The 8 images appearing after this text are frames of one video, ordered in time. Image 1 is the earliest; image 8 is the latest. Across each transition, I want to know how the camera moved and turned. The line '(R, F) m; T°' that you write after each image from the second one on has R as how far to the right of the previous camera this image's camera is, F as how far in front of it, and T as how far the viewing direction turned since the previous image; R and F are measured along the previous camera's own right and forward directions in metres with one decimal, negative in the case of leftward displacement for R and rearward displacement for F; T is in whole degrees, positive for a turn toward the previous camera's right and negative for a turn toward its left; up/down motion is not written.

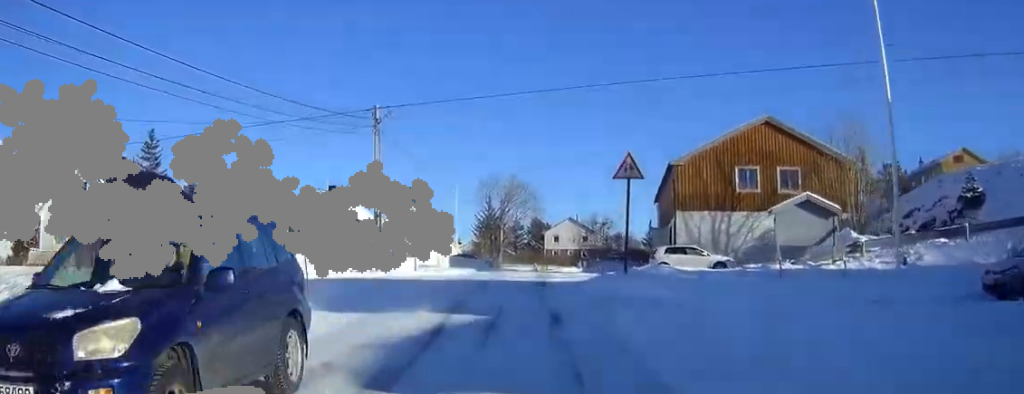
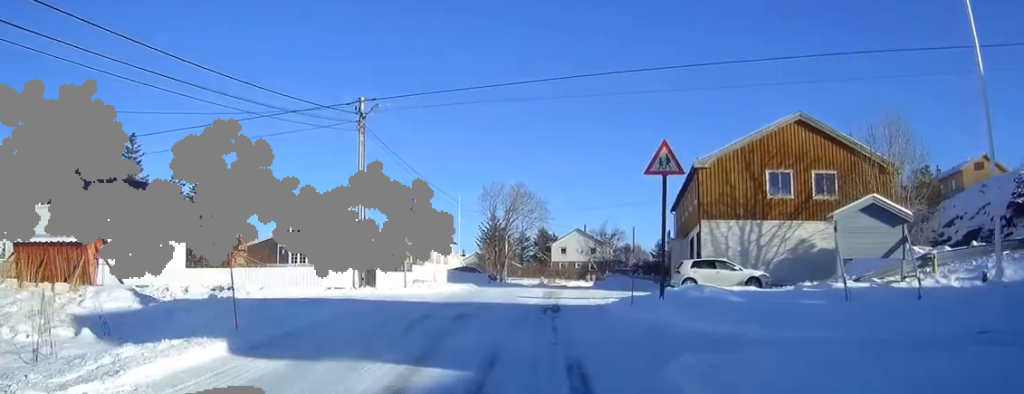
(0.0, +4.6) m; 0°
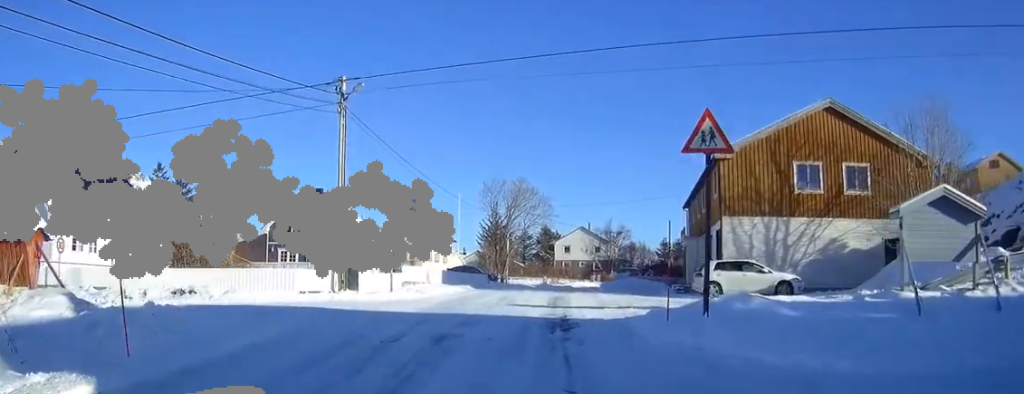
(0.0, +3.7) m; 0°
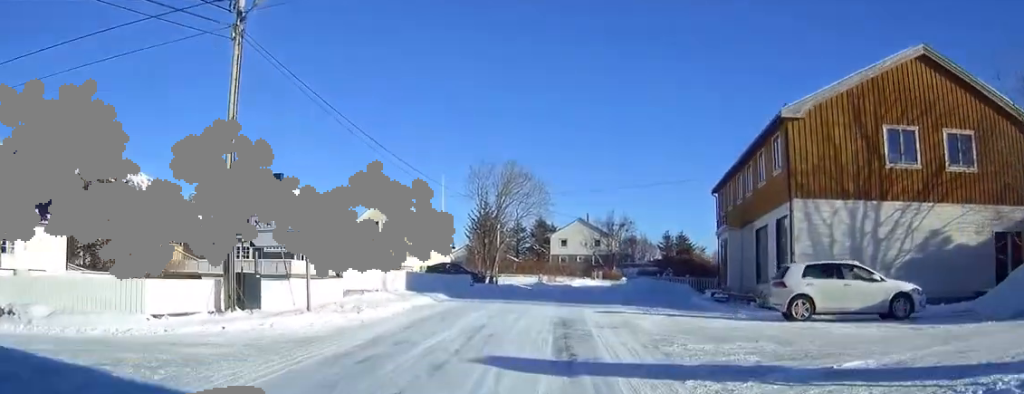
(+0.1, +10.1) m; 0°
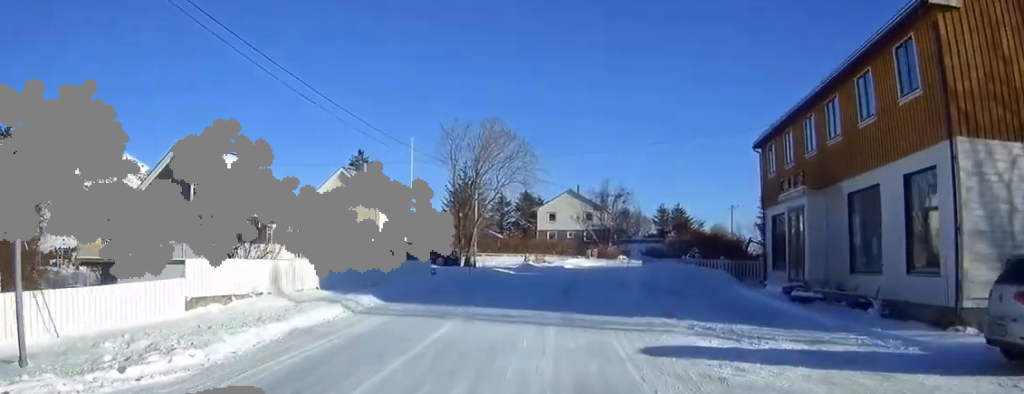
(-0.1, +10.9) m; 0°
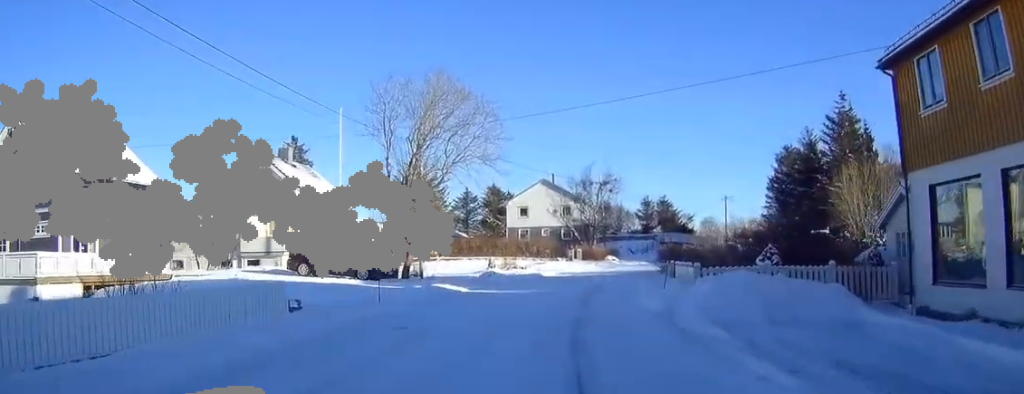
(+0.3, +15.0) m; +3°
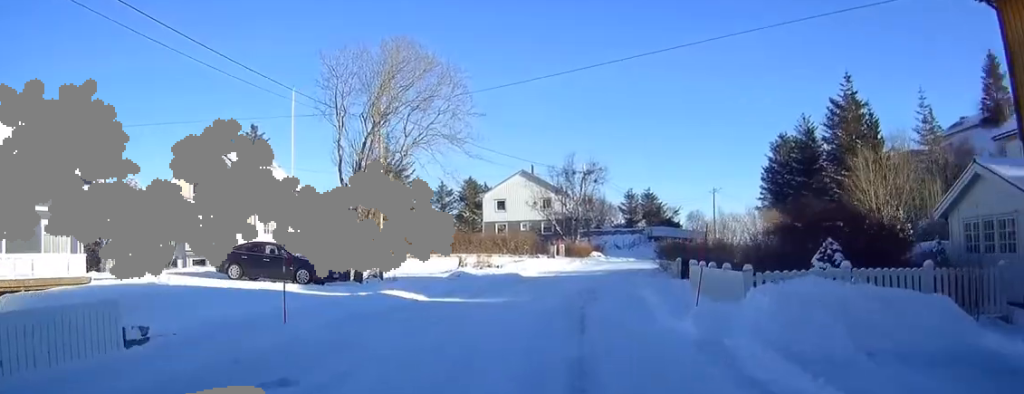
(+0.1, +5.8) m; +1°
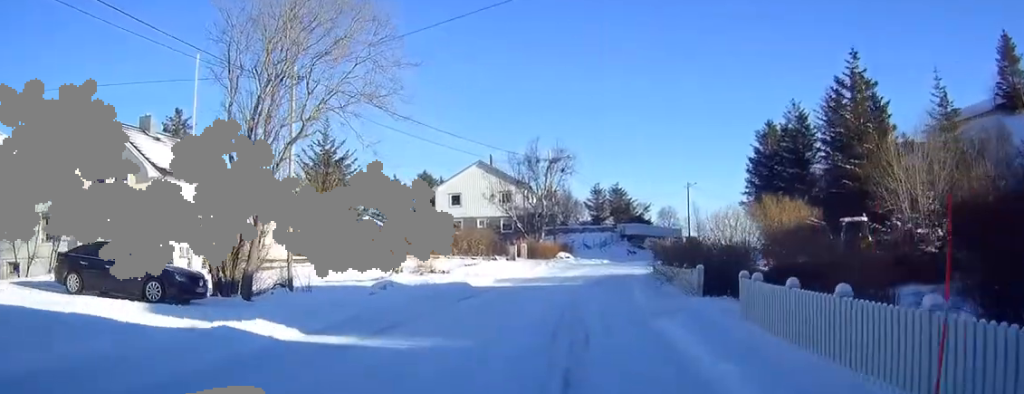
(+0.2, +8.6) m; +2°
